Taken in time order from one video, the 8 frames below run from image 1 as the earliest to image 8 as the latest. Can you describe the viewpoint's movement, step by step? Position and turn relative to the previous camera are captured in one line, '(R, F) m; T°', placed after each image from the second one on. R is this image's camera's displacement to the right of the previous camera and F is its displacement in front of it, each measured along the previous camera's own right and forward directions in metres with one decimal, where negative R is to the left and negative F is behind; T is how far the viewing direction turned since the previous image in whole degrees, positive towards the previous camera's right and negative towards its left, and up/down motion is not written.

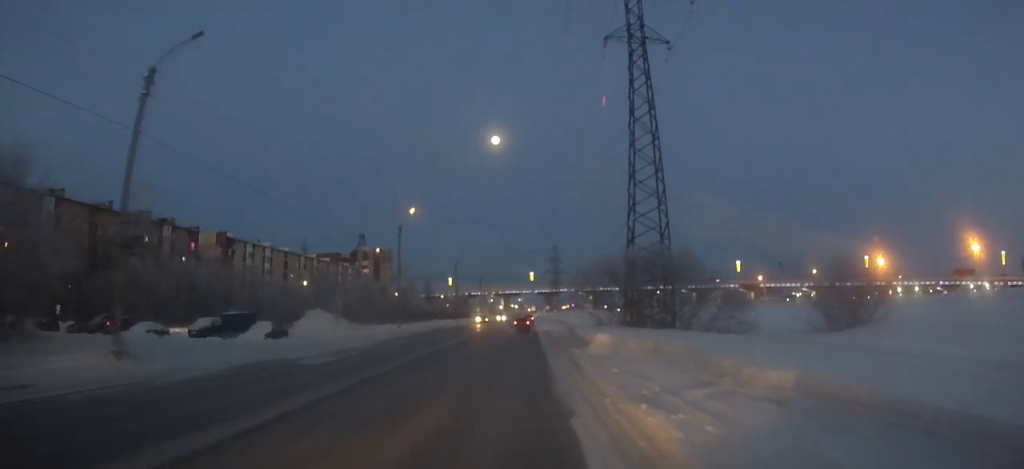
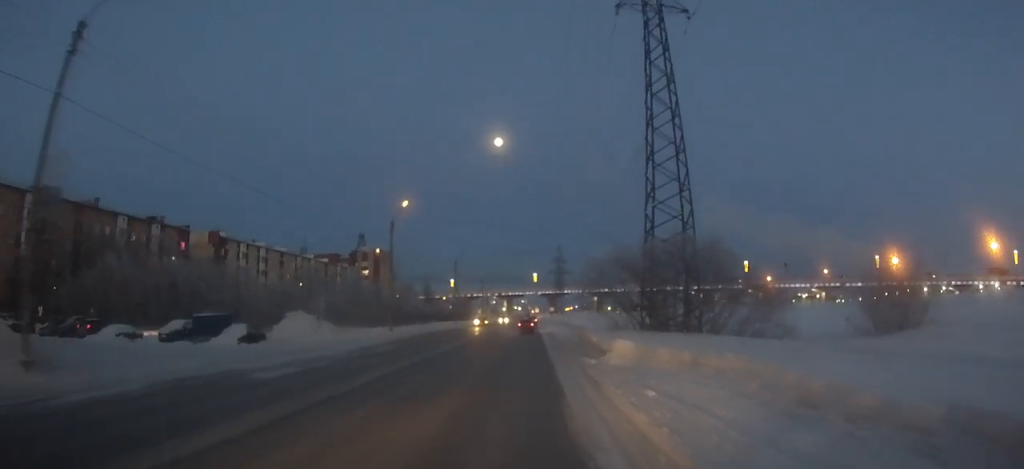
(0.0, +4.8) m; 0°
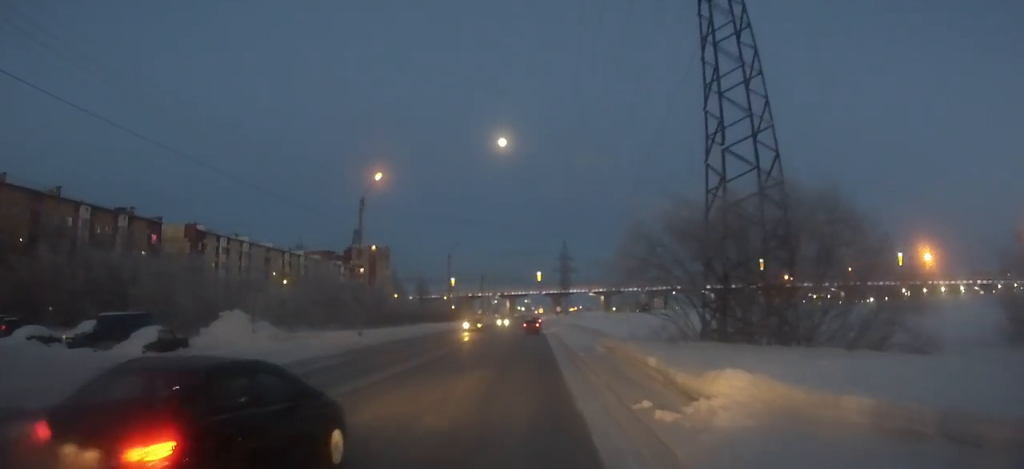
(0.0, +11.1) m; 0°
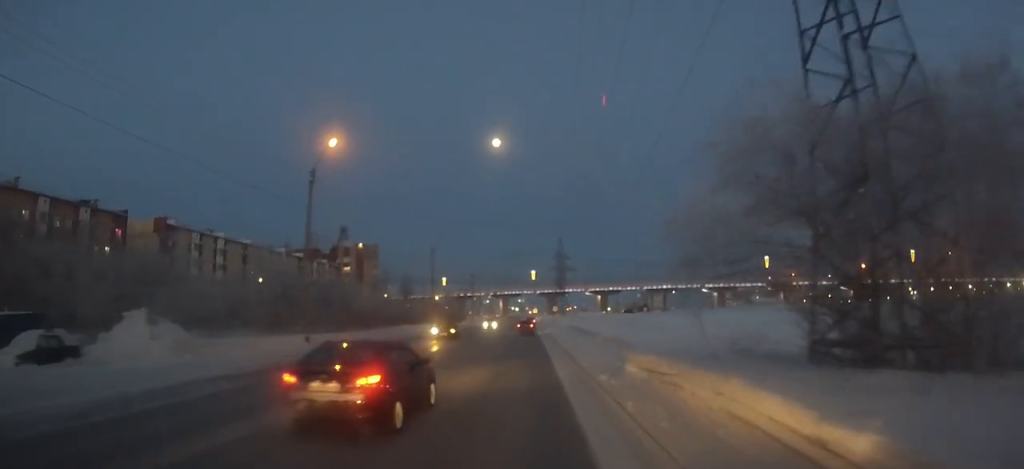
(0.0, +9.2) m; 0°
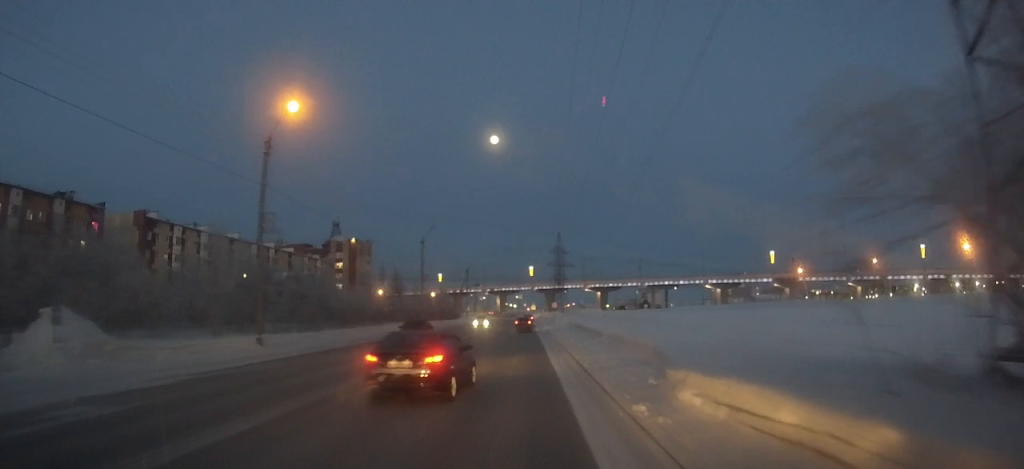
(0.0, +6.0) m; 0°
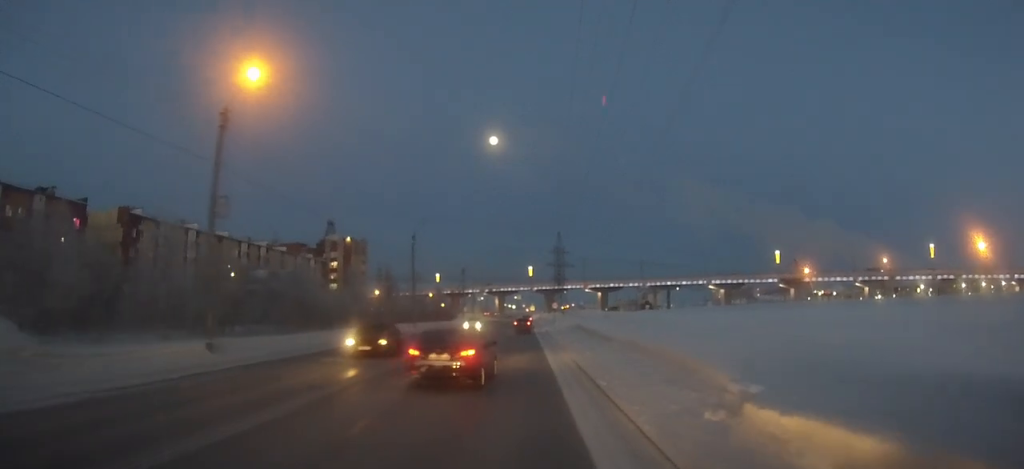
(0.0, +4.7) m; 0°
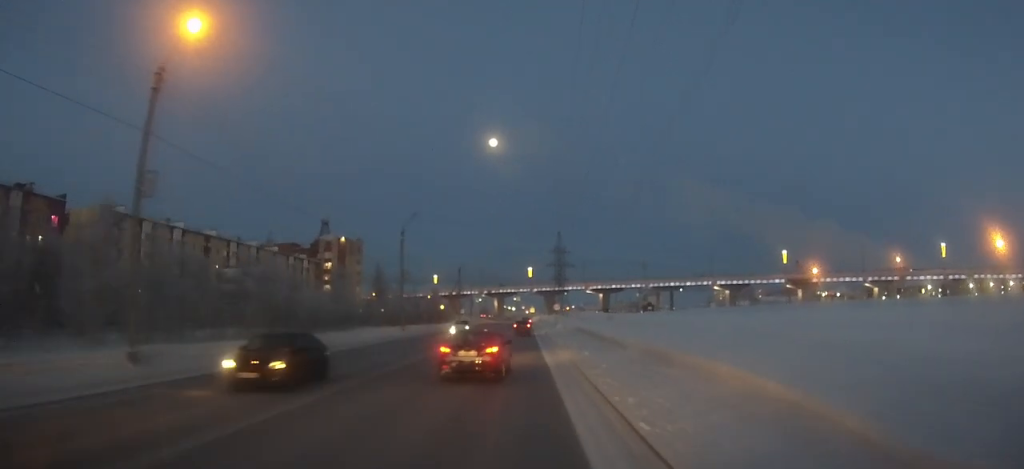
(0.0, +5.3) m; 0°
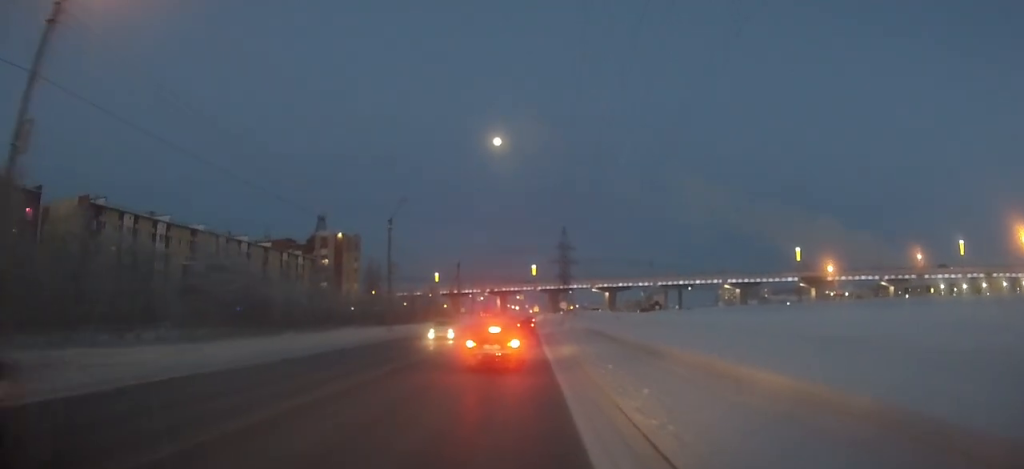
(0.0, +6.6) m; 0°
